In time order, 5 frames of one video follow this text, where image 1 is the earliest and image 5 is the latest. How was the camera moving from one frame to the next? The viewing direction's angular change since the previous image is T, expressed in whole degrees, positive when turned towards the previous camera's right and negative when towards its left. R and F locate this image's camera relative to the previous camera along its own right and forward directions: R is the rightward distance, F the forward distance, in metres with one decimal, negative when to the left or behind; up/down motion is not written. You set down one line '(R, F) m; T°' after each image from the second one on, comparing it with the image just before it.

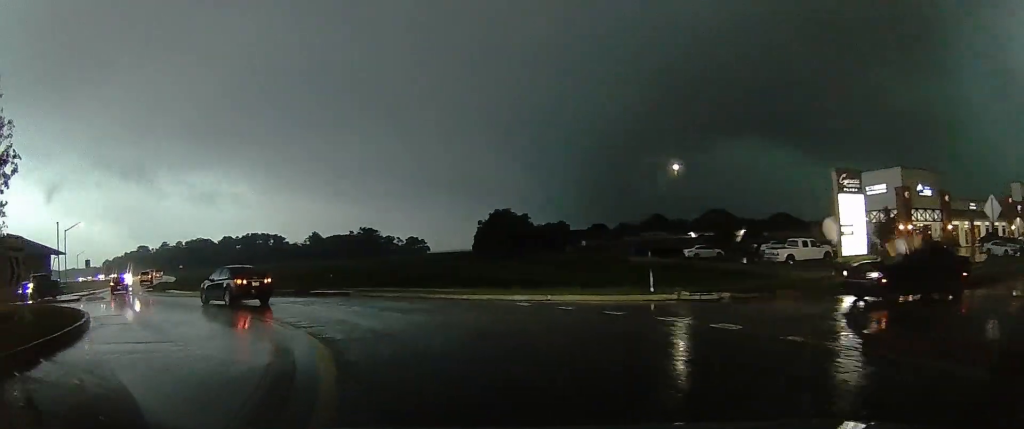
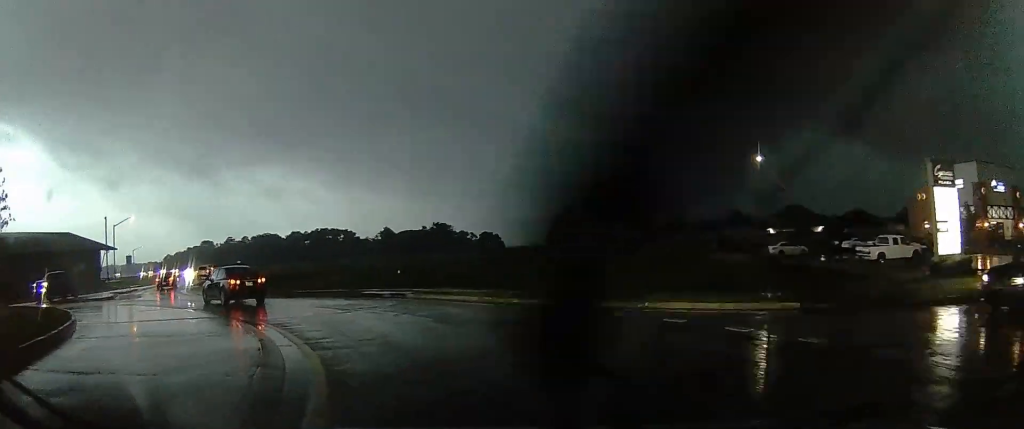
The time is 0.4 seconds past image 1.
(-0.4, +3.3) m; -7°
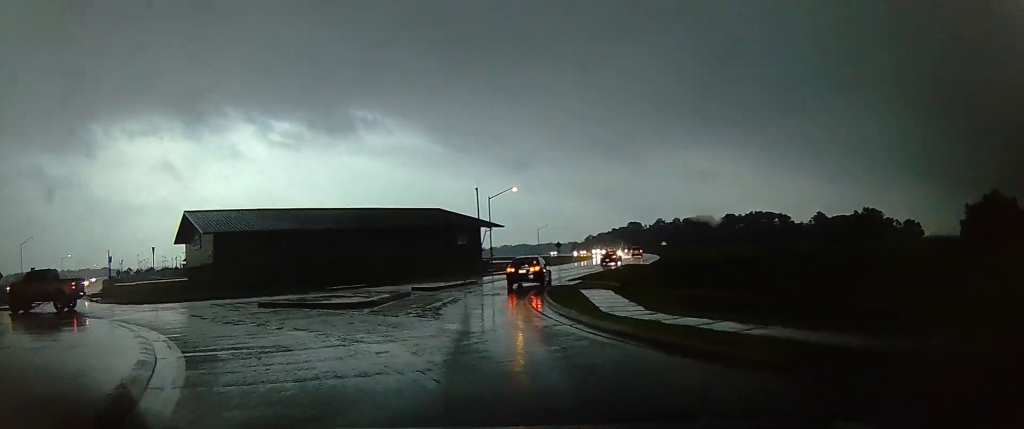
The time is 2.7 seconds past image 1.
(-7.6, +16.6) m; -45°
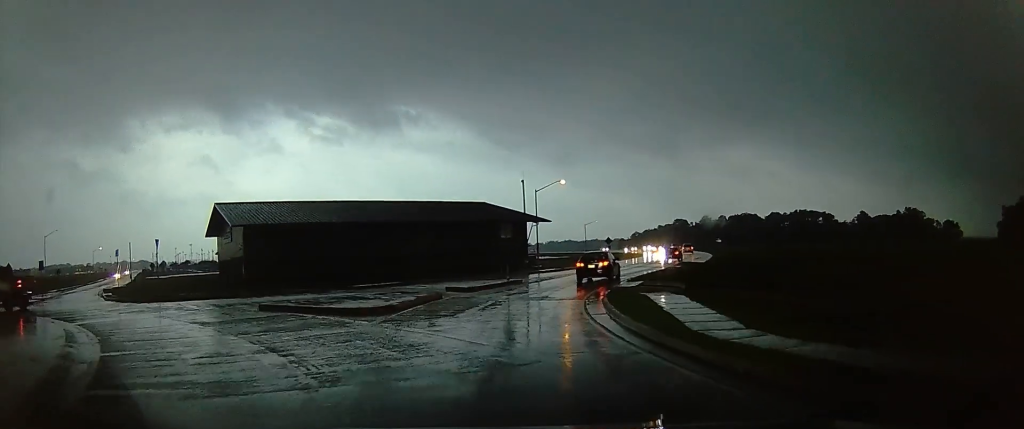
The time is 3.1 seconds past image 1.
(-0.6, +3.6) m; -5°
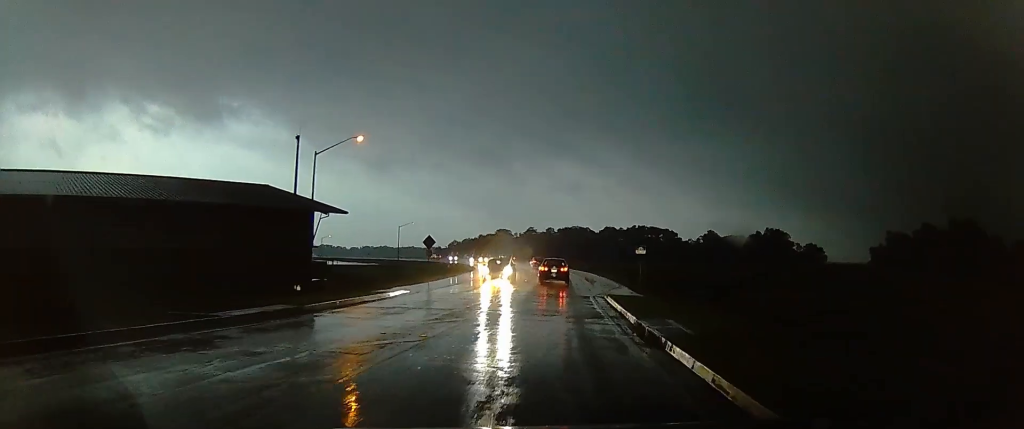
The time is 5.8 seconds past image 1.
(+3.0, +29.8) m; +10°
